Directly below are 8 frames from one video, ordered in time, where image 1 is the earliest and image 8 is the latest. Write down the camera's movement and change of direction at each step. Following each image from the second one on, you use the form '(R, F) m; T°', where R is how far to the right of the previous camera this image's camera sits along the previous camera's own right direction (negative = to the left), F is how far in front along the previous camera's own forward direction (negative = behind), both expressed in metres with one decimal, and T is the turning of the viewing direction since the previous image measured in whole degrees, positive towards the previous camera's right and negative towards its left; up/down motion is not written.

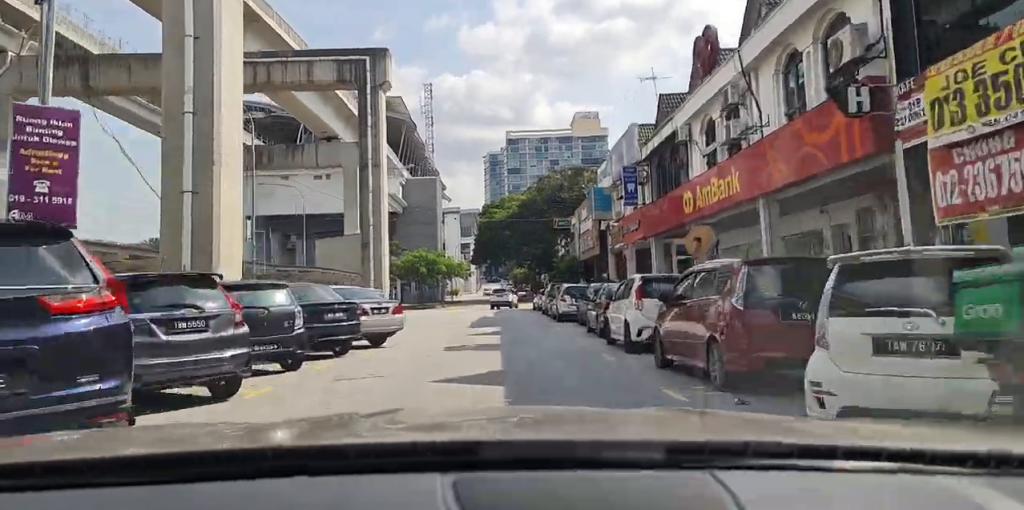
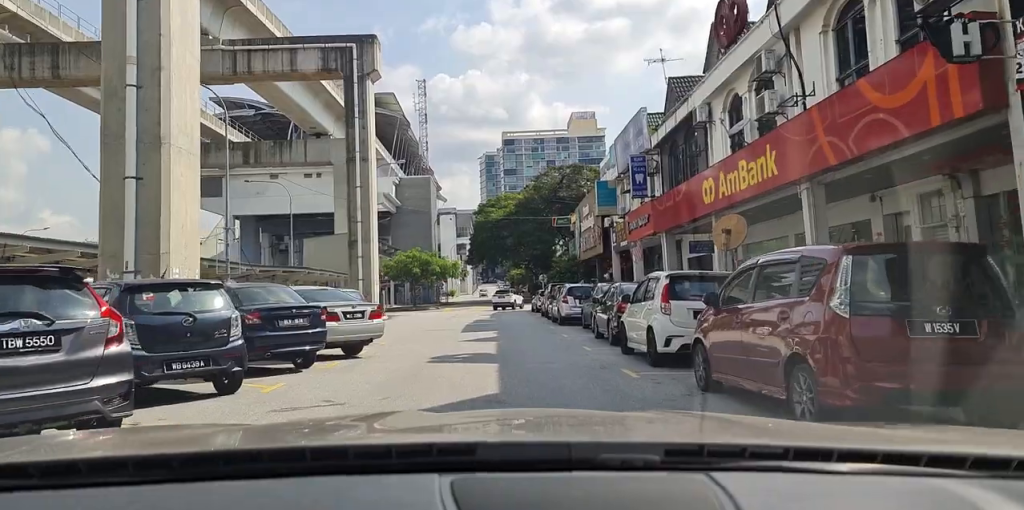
(-0.3, +2.9) m; 0°
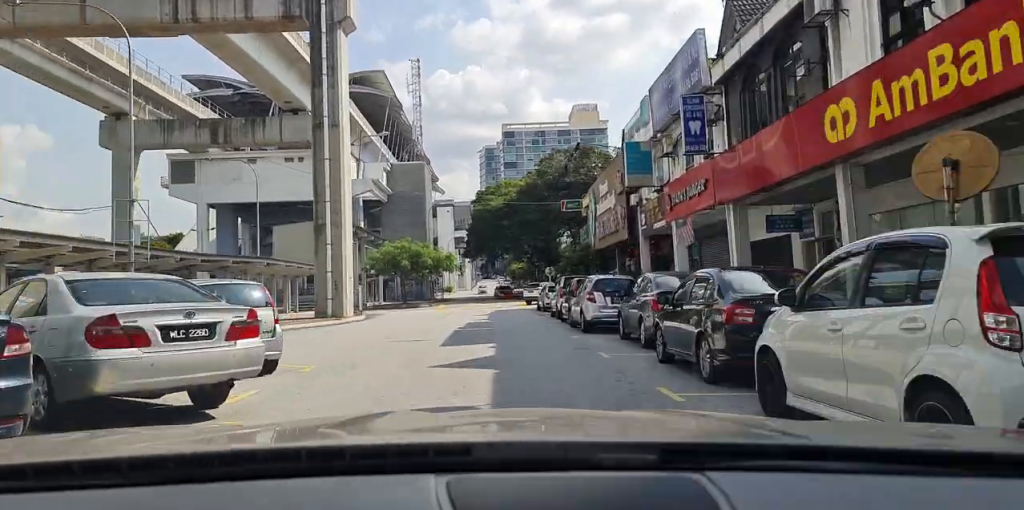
(+0.3, +8.3) m; 0°
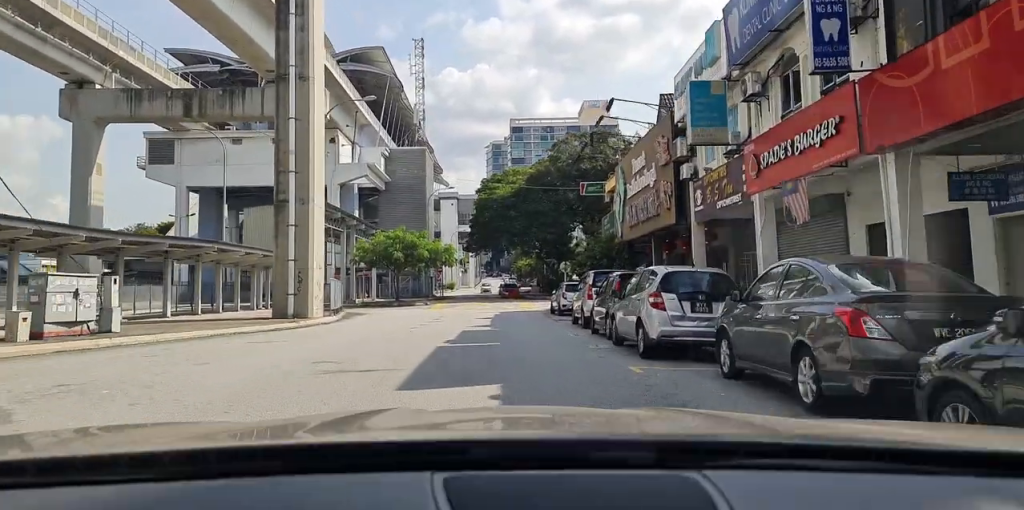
(-0.4, +7.5) m; 0°
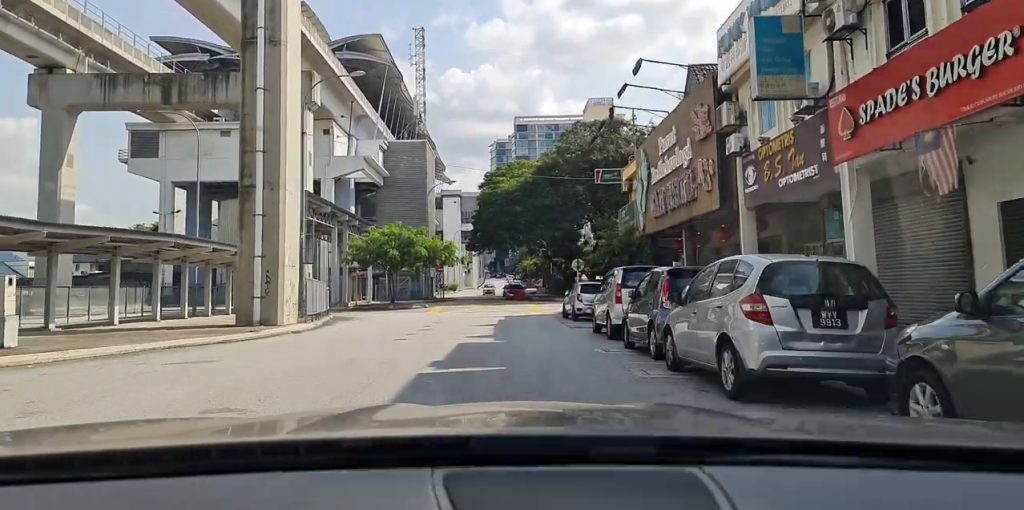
(+0.4, +4.4) m; 0°
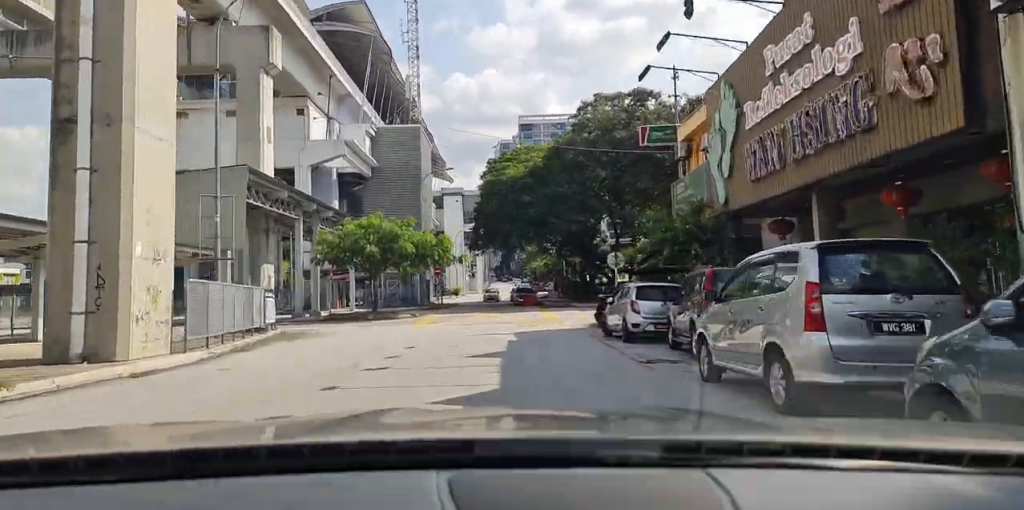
(-0.2, +10.8) m; +2°
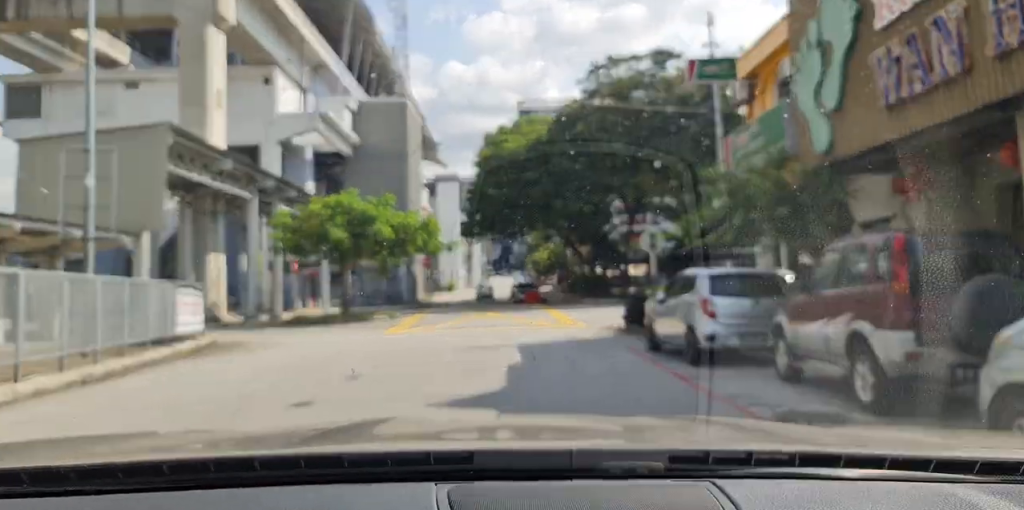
(+0.2, +6.3) m; 0°
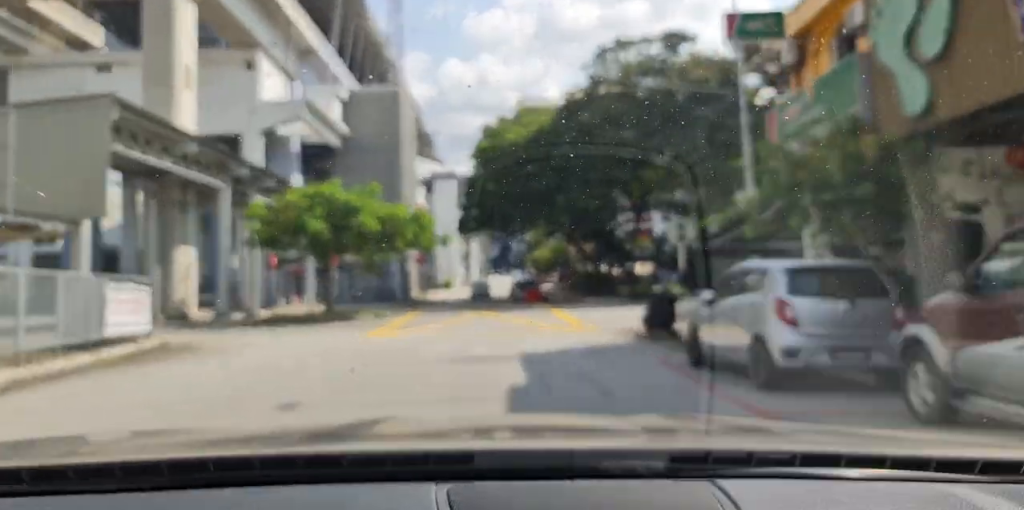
(0.0, +3.0) m; -2°
